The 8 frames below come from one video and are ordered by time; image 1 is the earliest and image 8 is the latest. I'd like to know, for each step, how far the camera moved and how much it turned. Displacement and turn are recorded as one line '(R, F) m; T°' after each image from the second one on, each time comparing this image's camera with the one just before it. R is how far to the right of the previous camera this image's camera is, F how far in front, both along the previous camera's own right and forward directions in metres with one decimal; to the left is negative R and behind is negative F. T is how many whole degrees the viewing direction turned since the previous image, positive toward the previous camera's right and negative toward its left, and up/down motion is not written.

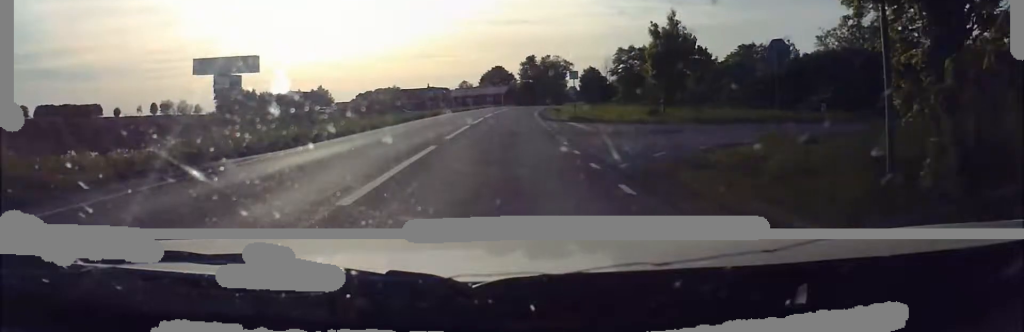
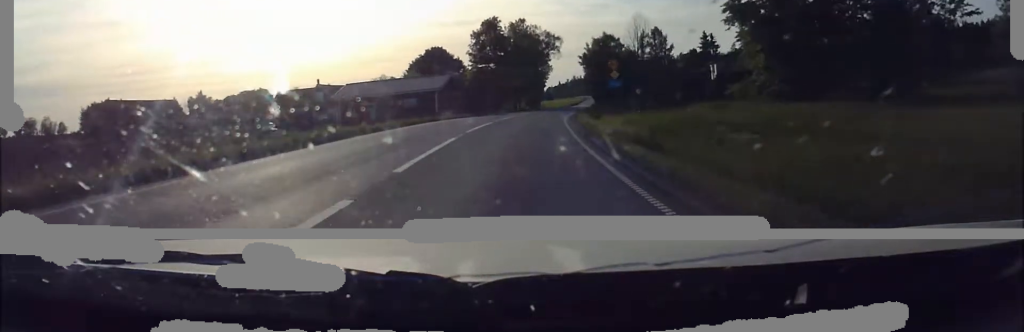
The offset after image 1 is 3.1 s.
(+2.5, +68.5) m; +4°
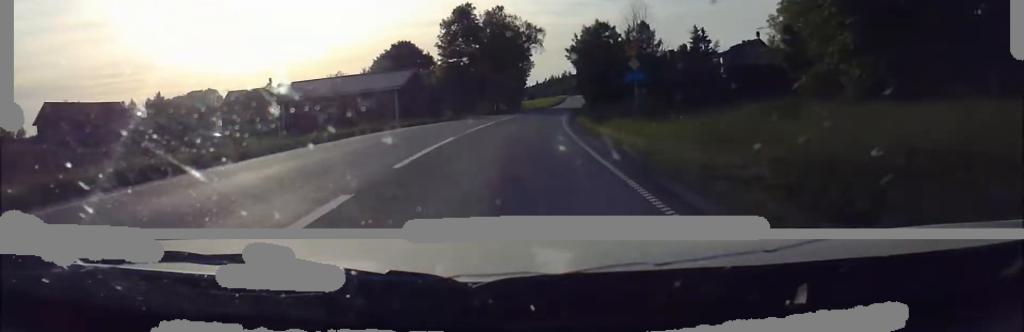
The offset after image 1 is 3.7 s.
(0.0, +11.6) m; 0°
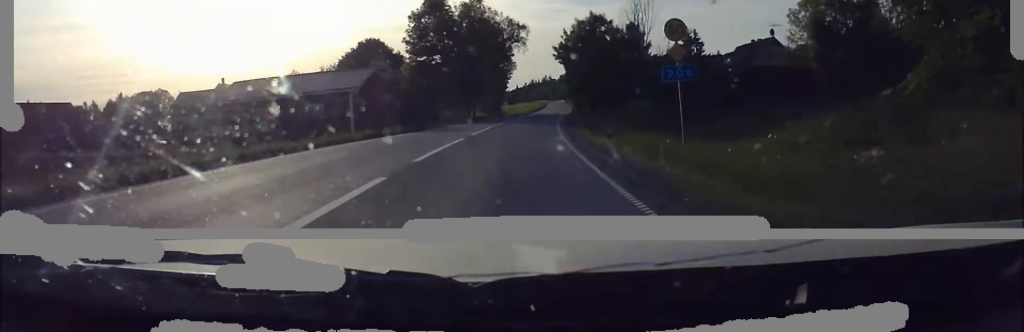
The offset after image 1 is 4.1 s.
(+0.1, +9.4) m; 0°
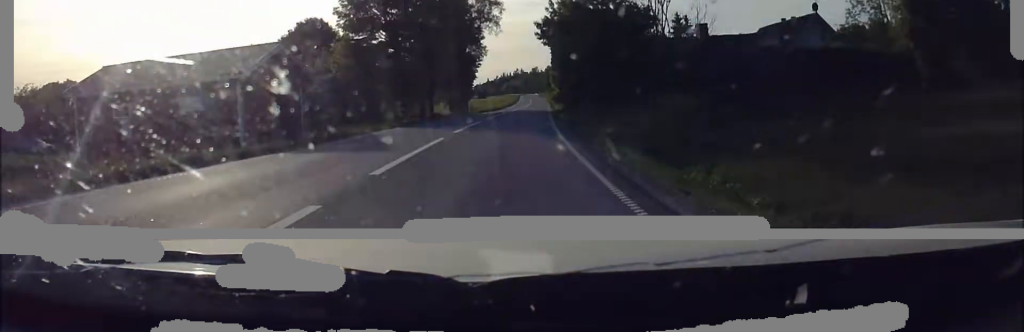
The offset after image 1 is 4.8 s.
(0.0, +15.0) m; 0°
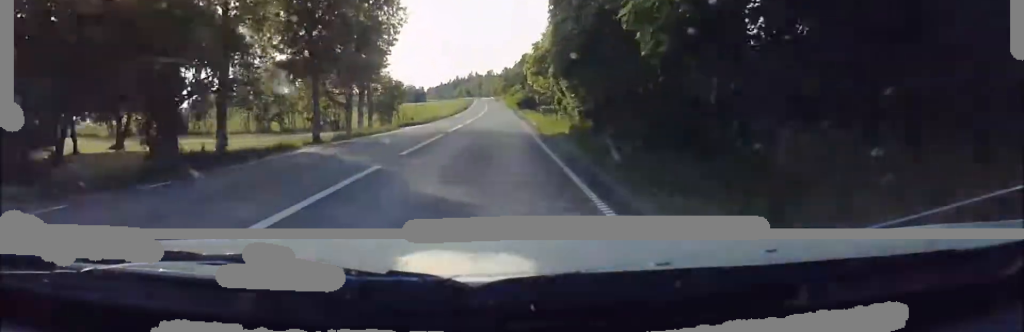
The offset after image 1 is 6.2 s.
(-0.2, +30.6) m; +3°
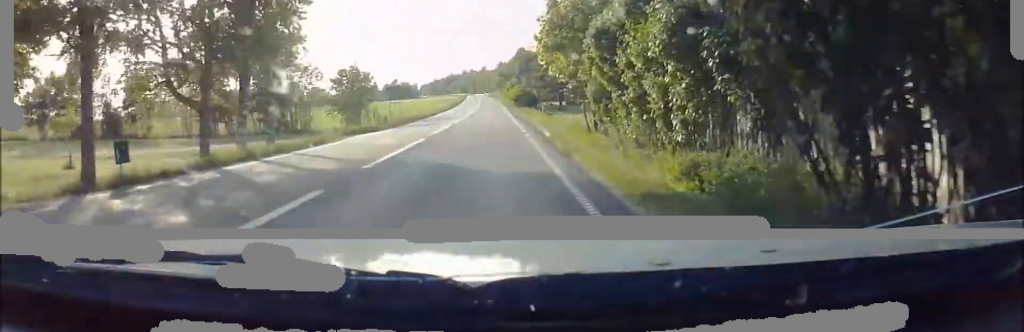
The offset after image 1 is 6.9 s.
(+0.6, +14.9) m; +3°
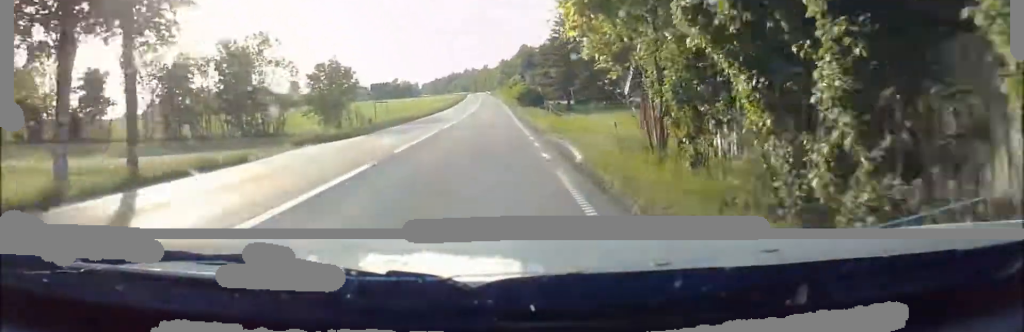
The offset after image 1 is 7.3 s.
(+0.4, +8.5) m; +2°
